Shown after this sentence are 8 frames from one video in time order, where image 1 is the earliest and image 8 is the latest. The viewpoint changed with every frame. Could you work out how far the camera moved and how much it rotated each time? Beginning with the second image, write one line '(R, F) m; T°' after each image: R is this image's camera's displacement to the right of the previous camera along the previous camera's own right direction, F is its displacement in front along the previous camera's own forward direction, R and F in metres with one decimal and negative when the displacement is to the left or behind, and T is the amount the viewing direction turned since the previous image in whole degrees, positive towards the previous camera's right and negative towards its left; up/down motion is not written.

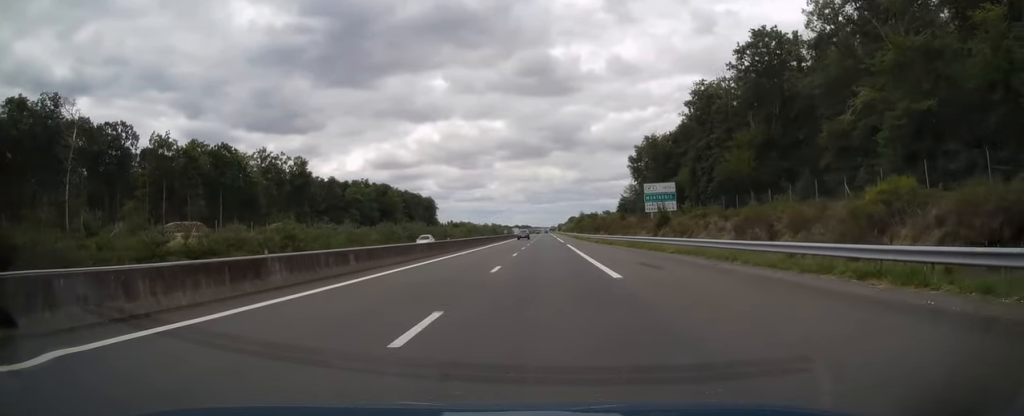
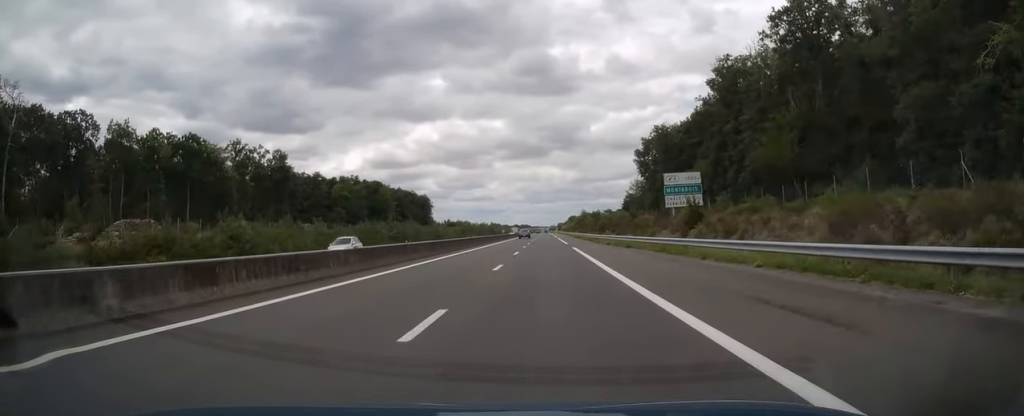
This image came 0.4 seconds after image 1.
(0.0, +12.7) m; 0°
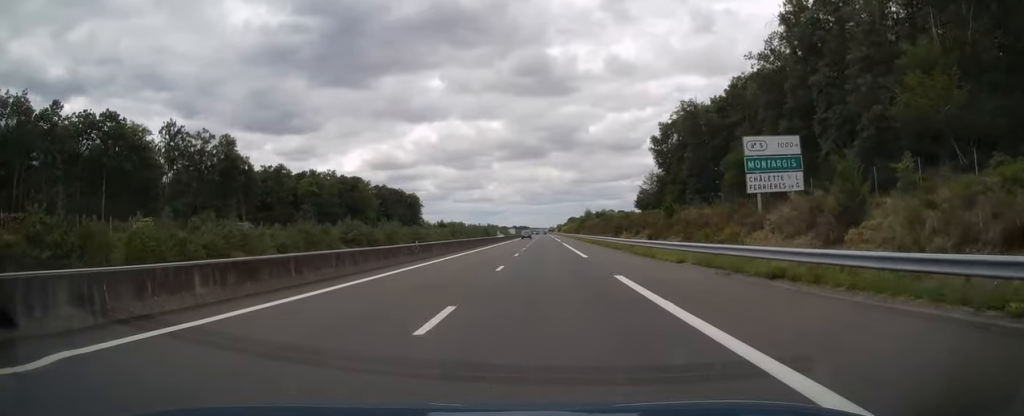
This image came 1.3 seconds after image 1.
(0.0, +25.4) m; +1°
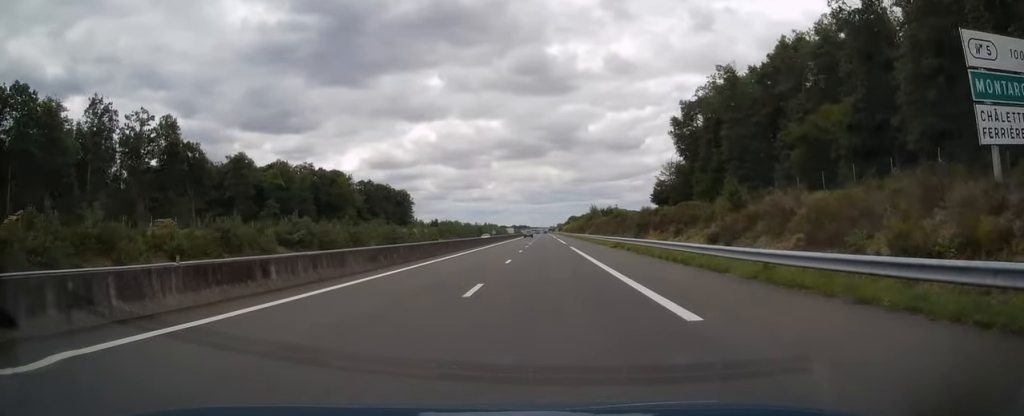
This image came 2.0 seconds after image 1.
(+0.3, +21.5) m; 0°
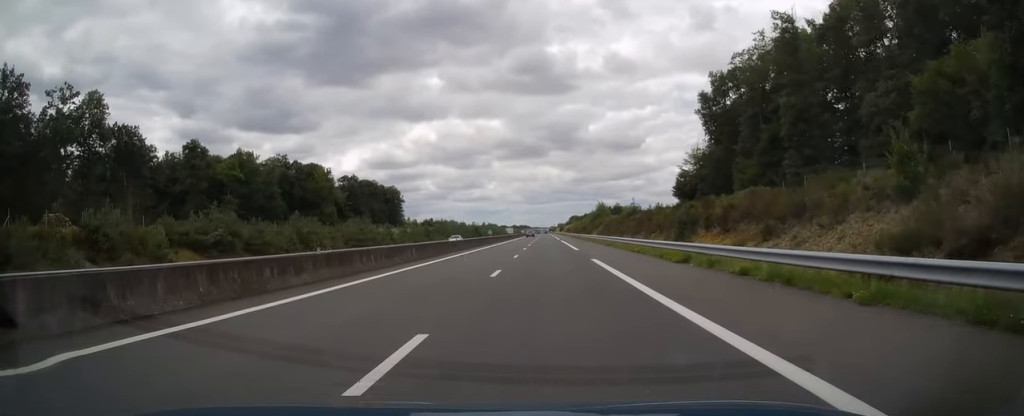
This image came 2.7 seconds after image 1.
(0.0, +20.6) m; 0°
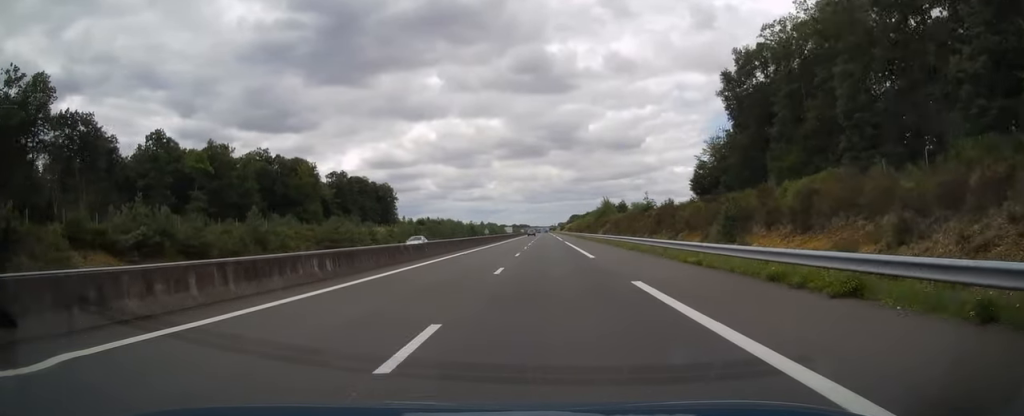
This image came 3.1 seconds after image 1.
(-0.1, +12.2) m; 0°
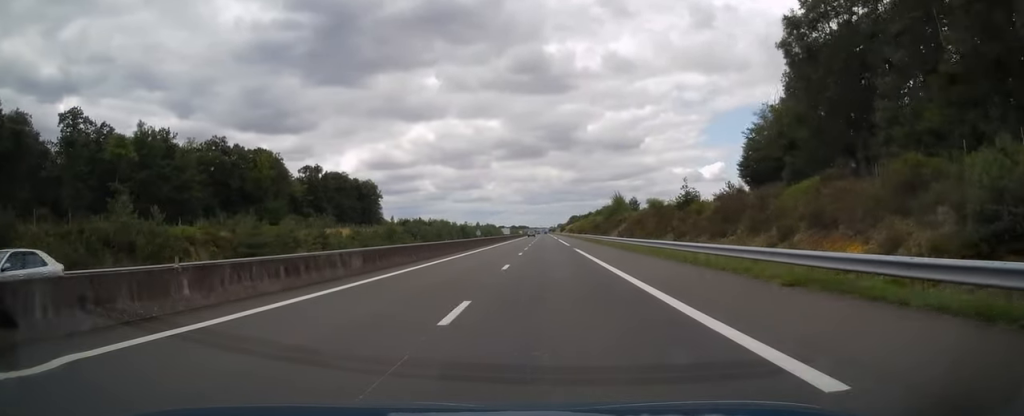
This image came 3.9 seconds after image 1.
(-0.1, +23.0) m; 0°
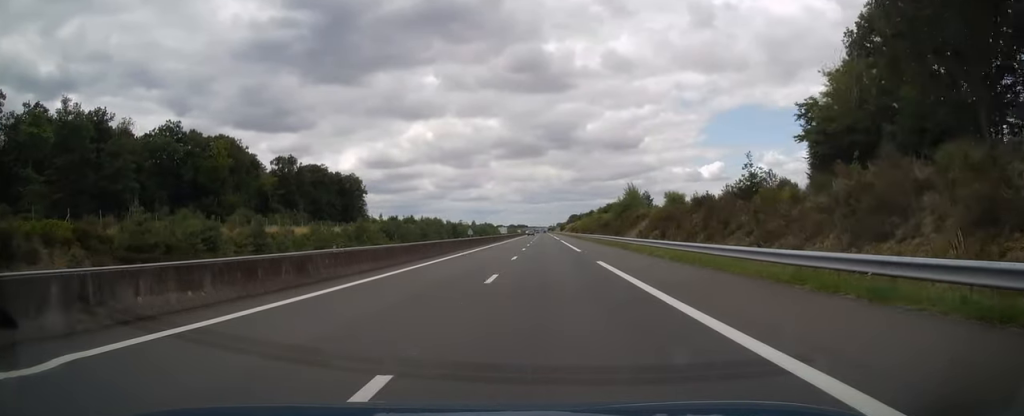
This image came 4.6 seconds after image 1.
(0.0, +19.1) m; 0°
